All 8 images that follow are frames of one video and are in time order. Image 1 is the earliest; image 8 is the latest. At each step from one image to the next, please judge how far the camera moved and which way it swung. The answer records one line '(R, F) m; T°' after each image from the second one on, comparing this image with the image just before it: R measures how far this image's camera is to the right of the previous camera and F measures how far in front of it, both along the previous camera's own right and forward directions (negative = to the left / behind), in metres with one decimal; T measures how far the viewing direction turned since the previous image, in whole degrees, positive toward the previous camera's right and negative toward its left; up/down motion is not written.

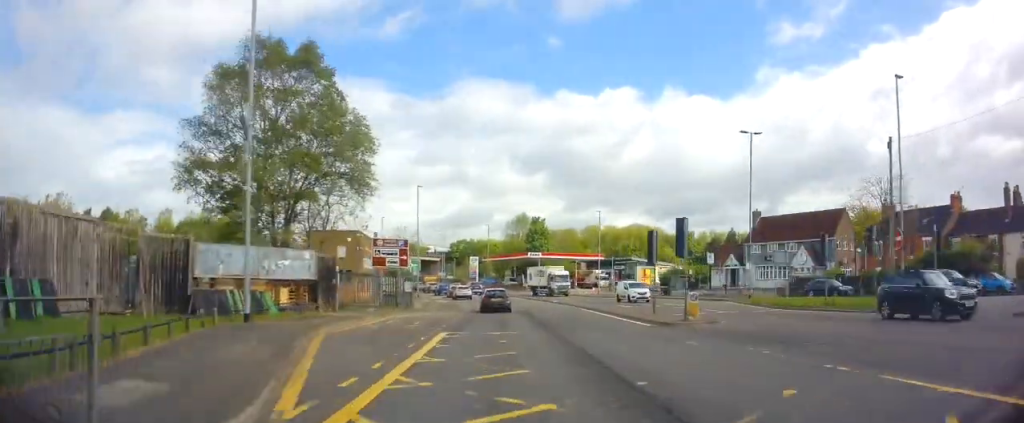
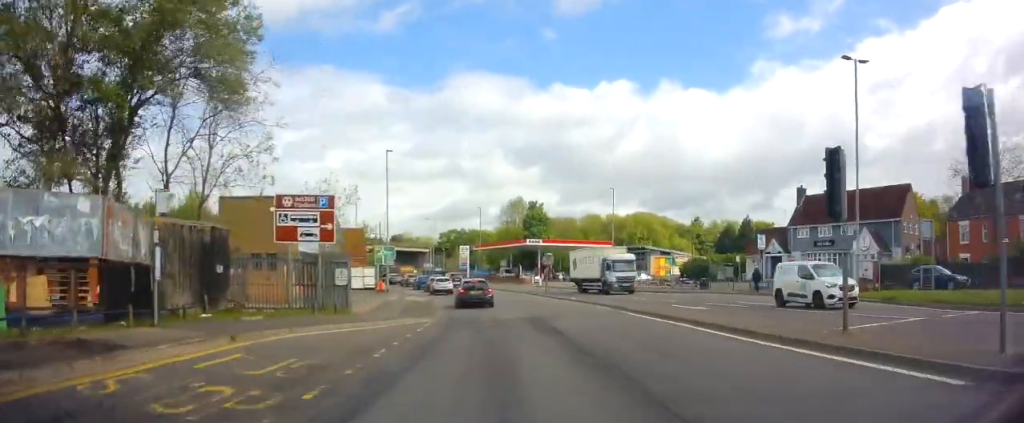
(+0.1, +14.1) m; +1°
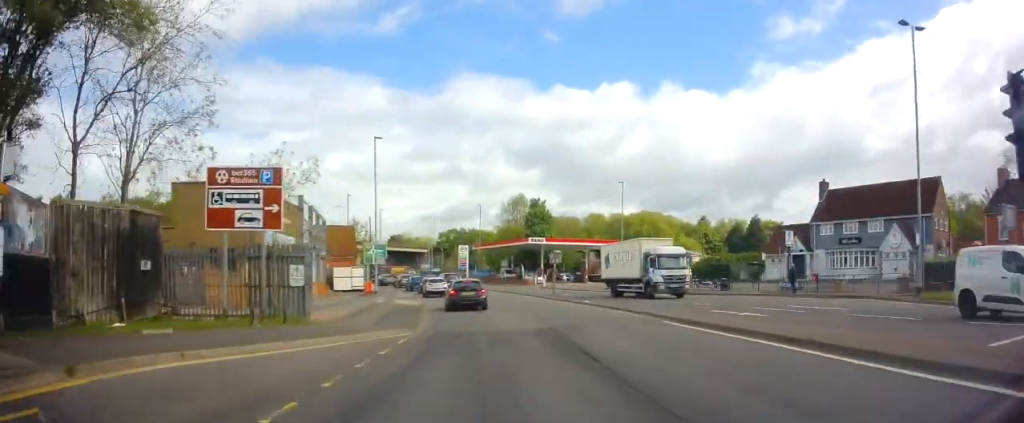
(0.0, +5.1) m; +1°
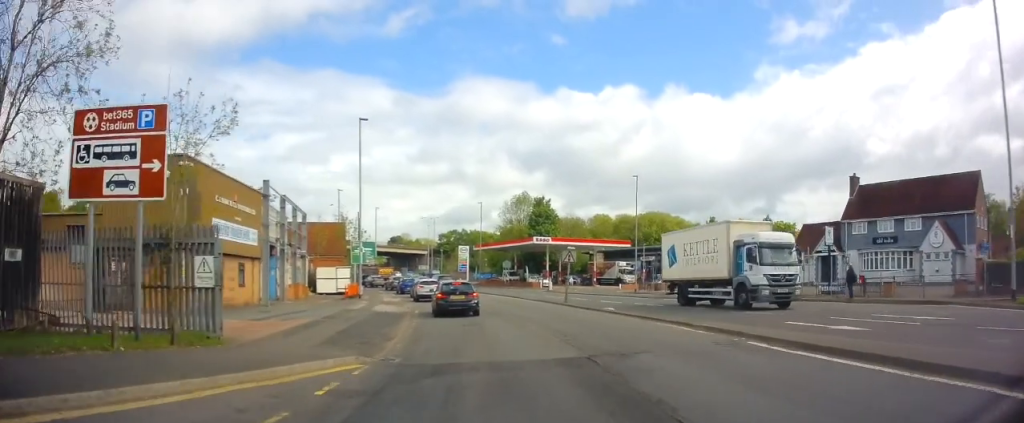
(+0.1, +6.0) m; +1°
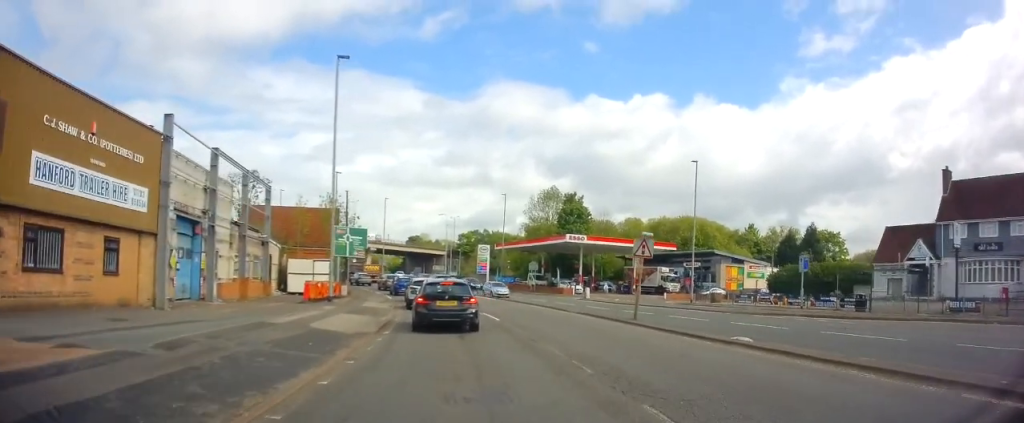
(-0.6, +11.6) m; -6°
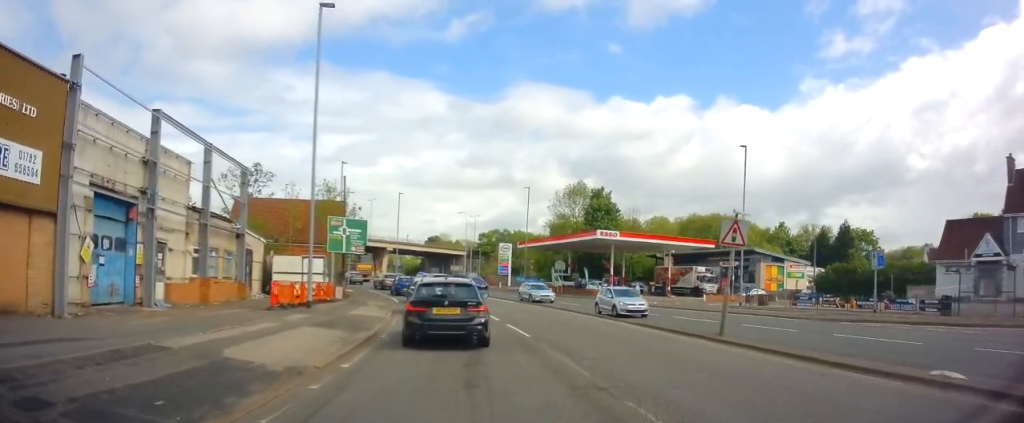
(-0.1, +7.0) m; -2°
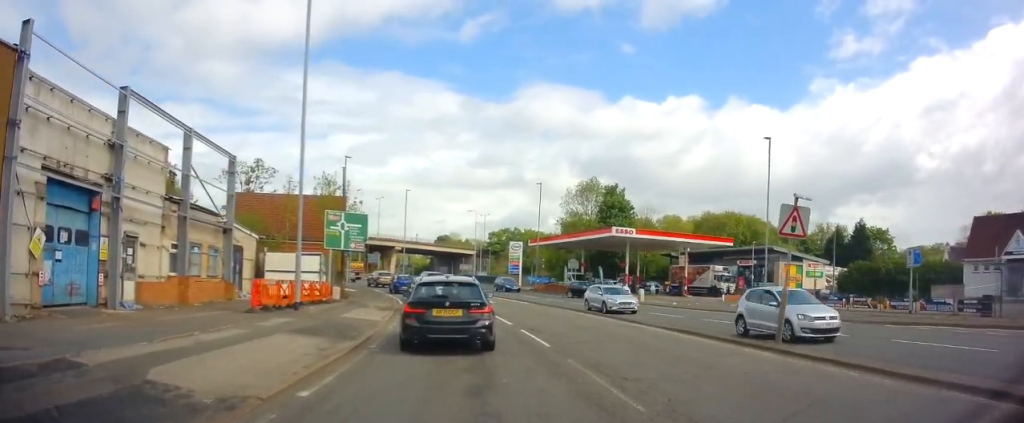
(-0.1, +3.2) m; -1°
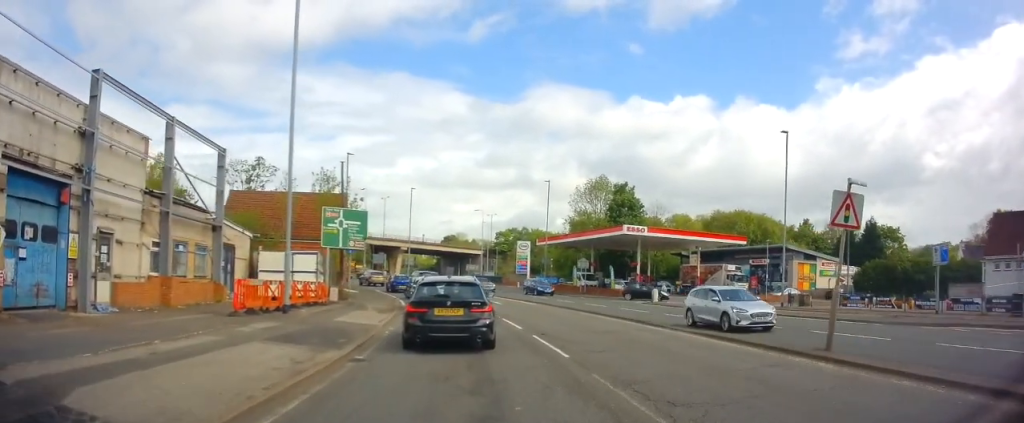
(-0.1, +2.4) m; 0°
